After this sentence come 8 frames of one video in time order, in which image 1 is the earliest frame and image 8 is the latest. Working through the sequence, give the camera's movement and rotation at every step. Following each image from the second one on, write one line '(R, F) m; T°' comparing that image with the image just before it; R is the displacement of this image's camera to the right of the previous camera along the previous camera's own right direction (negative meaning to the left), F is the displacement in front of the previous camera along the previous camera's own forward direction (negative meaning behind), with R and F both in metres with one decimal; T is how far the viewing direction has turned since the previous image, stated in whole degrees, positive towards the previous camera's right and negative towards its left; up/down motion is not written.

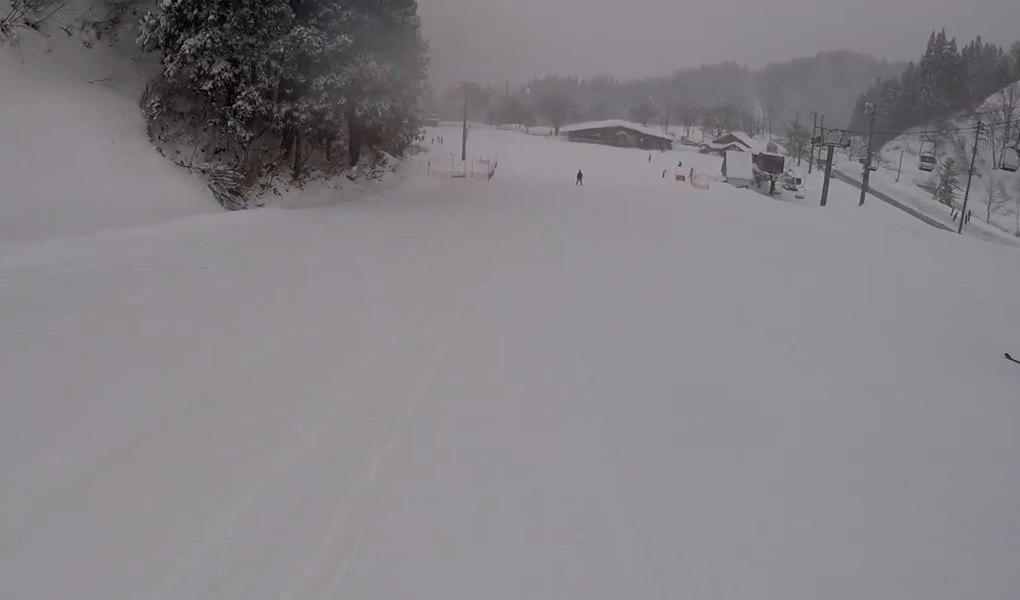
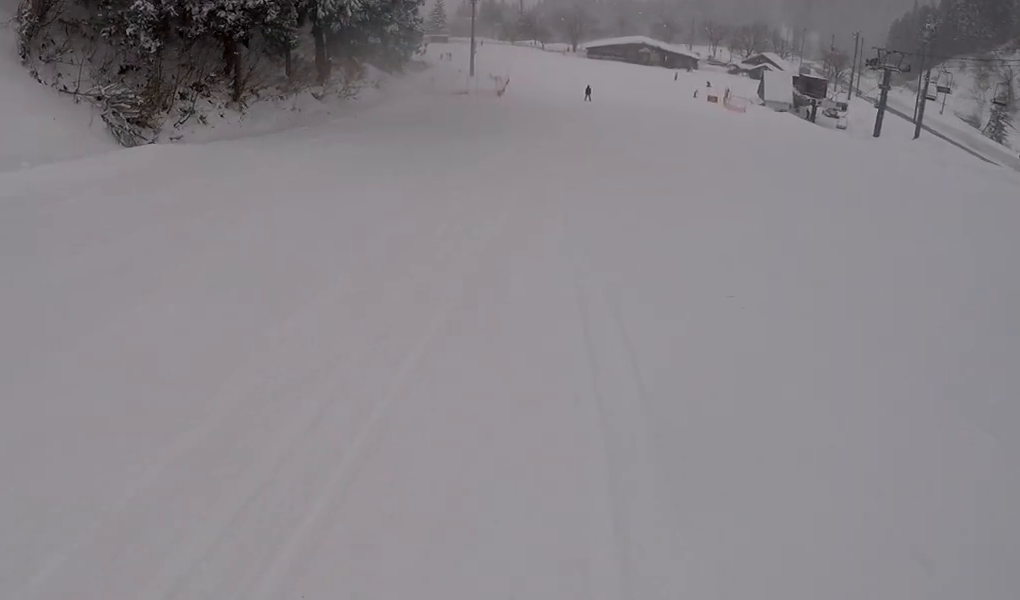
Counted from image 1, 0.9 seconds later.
(-0.4, +8.0) m; +4°
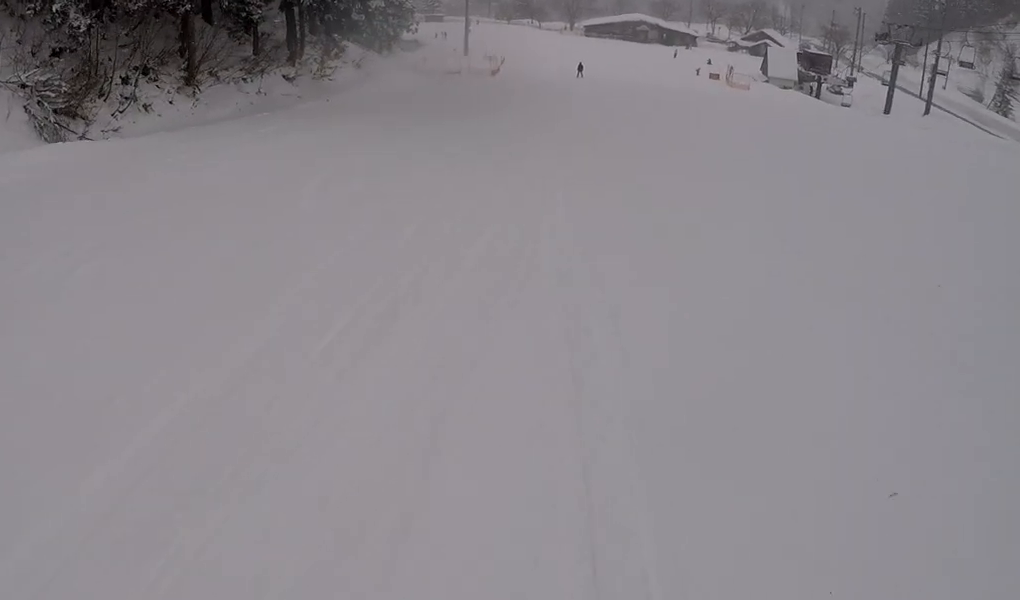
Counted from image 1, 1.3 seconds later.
(+0.4, +3.6) m; +2°
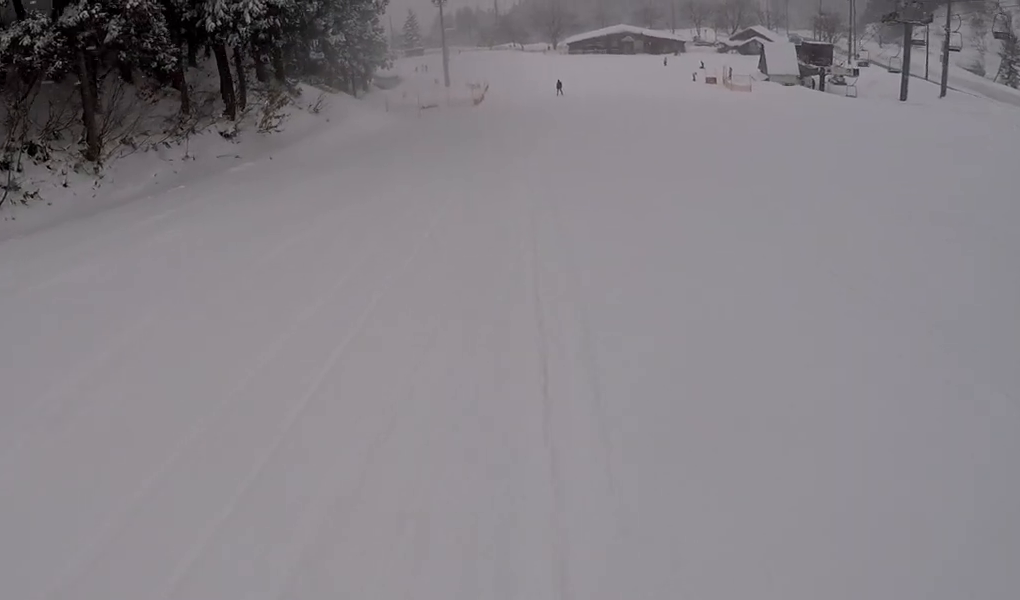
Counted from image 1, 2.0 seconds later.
(+0.4, +5.5) m; +2°
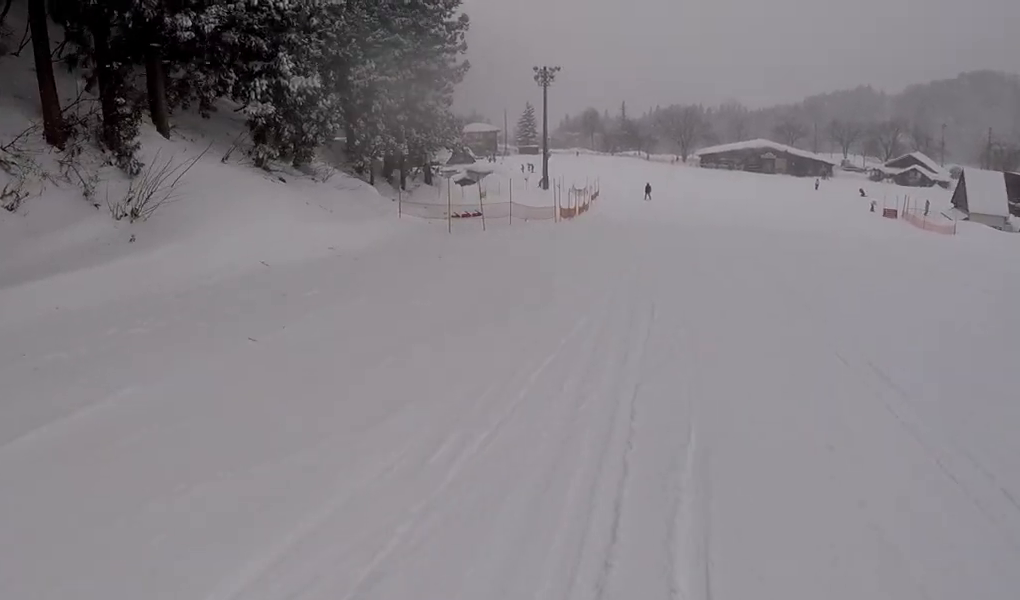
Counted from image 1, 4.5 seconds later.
(-1.7, +19.7) m; -8°
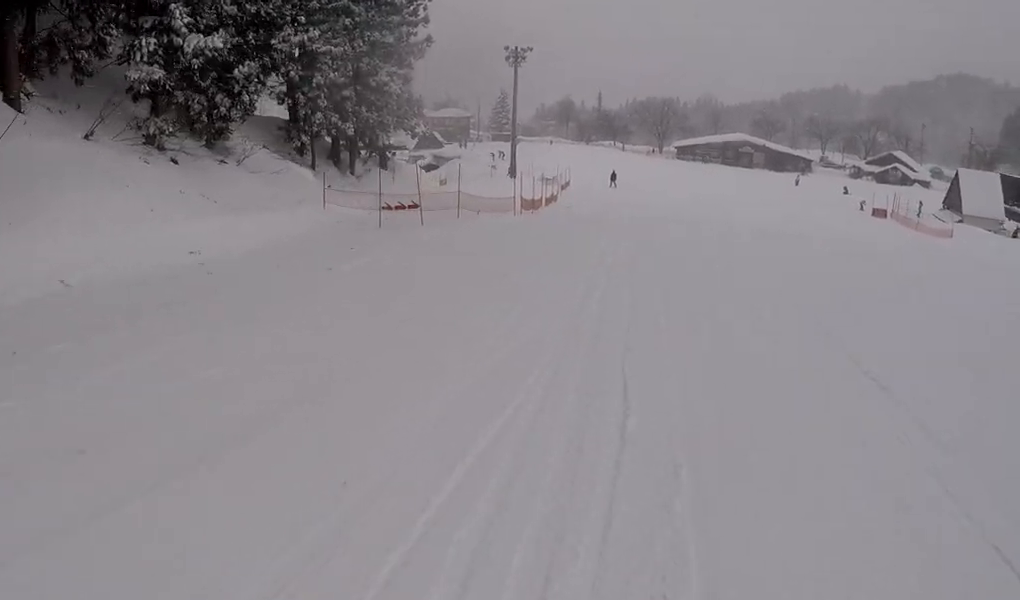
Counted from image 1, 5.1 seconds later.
(-0.1, +4.8) m; -1°
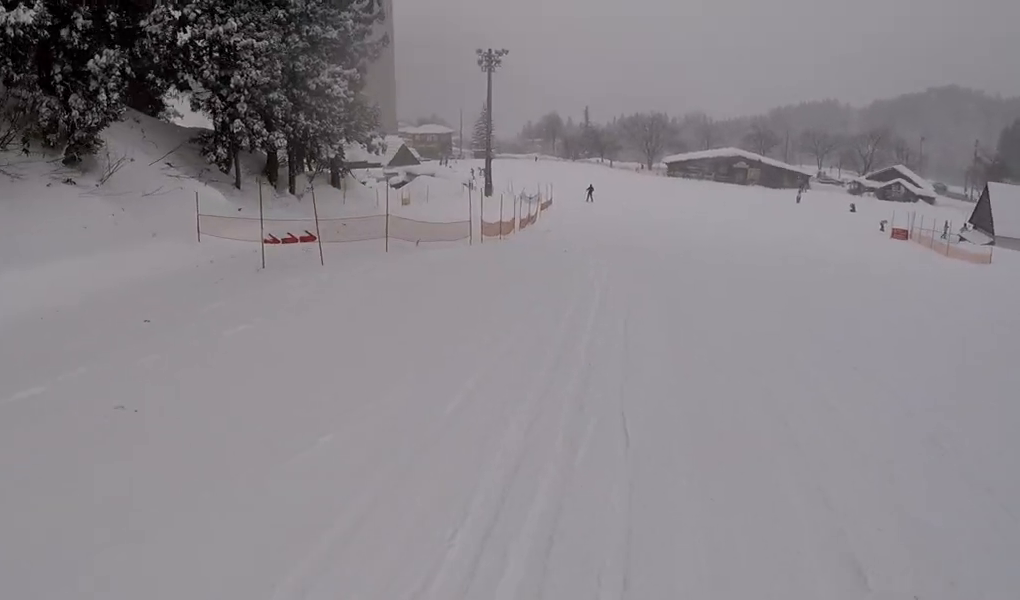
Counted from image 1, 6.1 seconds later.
(+0.2, +6.5) m; -5°
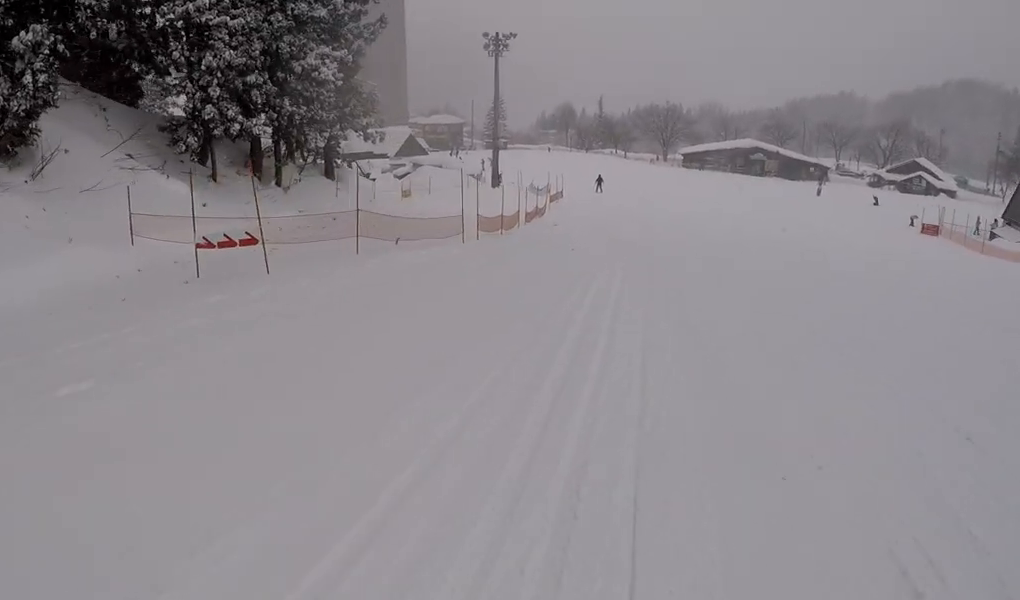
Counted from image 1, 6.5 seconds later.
(-0.5, +2.8) m; 0°
